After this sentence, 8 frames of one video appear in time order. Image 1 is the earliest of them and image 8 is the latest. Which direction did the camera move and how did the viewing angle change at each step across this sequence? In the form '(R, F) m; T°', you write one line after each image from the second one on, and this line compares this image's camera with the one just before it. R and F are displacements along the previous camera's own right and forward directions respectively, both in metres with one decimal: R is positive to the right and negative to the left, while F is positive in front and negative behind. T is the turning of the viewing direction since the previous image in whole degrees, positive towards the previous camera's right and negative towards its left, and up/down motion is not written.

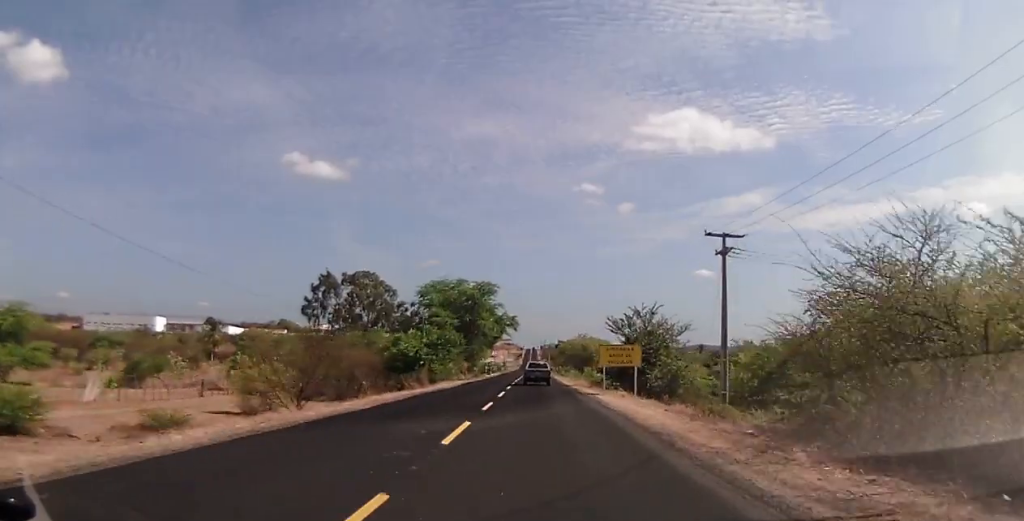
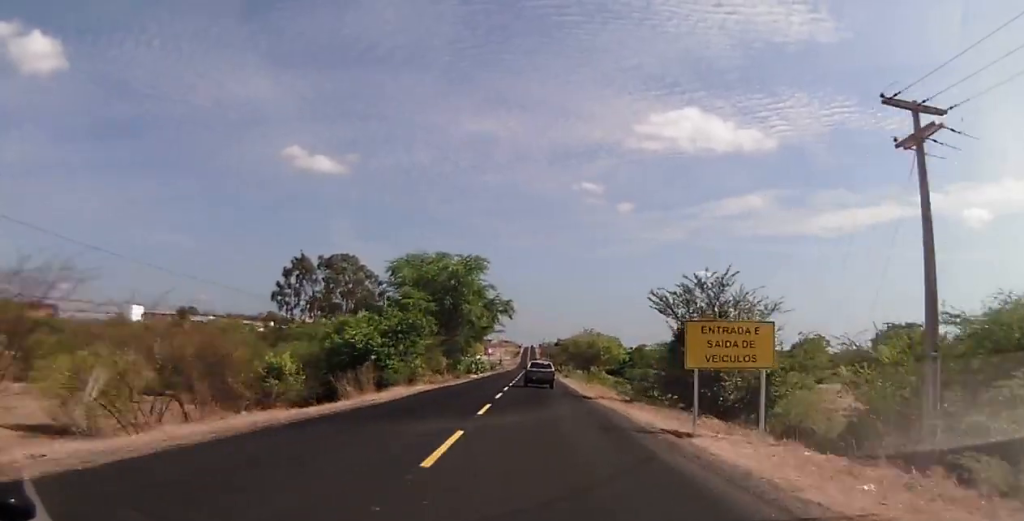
(0.0, +18.1) m; 0°
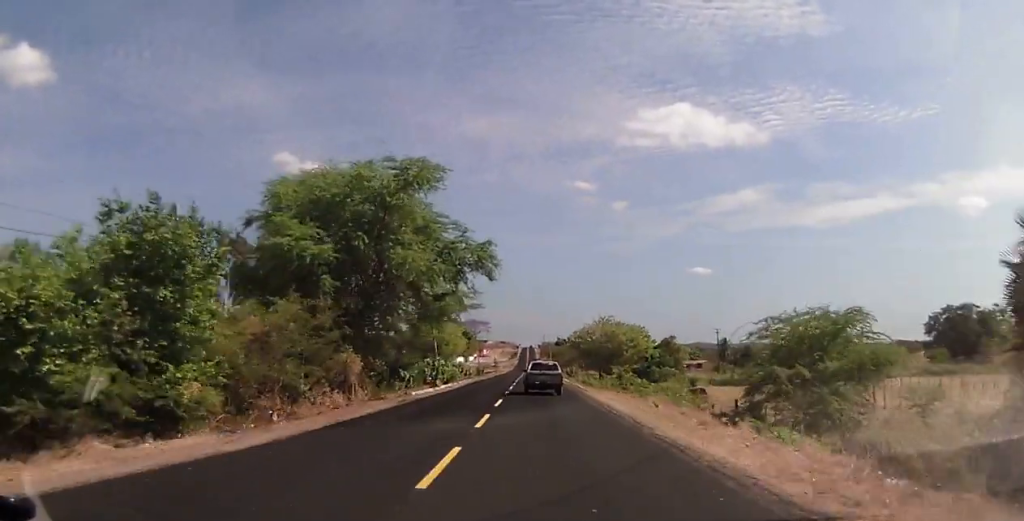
(0.0, +30.8) m; 0°
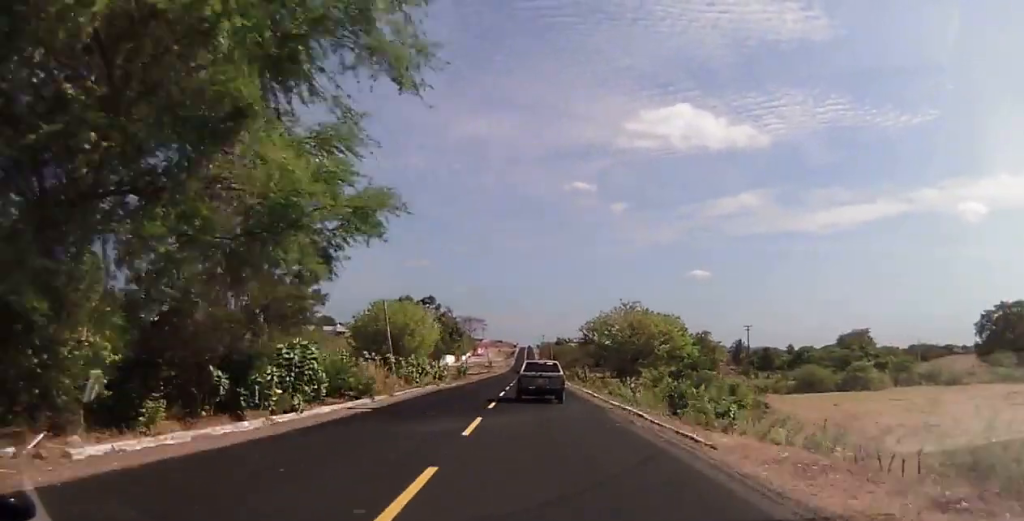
(+0.2, +23.5) m; +1°
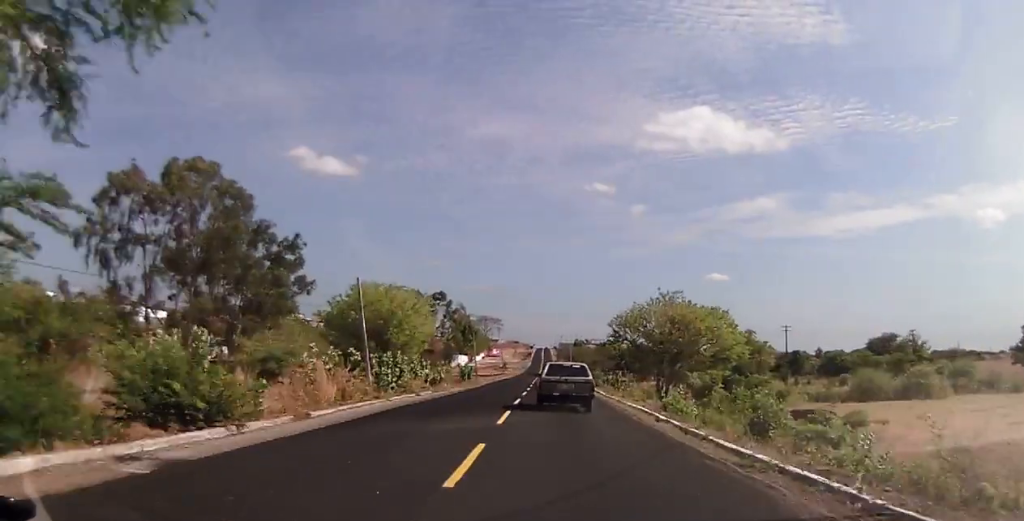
(+0.2, +12.1) m; -1°
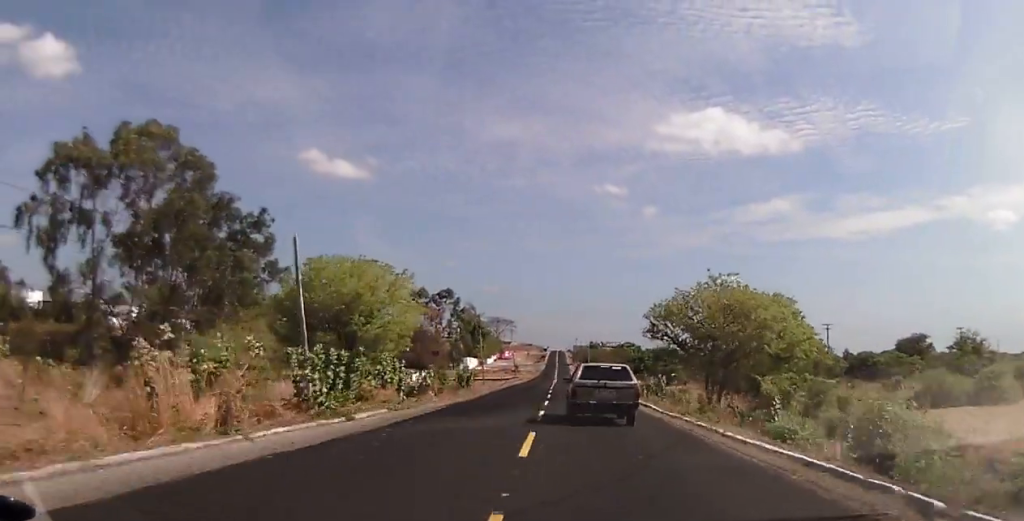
(-0.4, +12.4) m; -2°
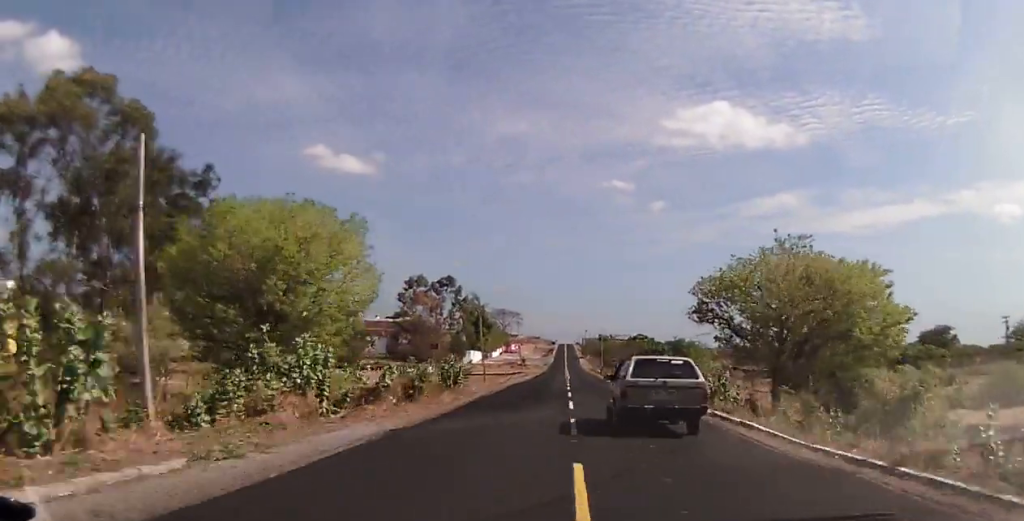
(-0.2, +11.6) m; 0°
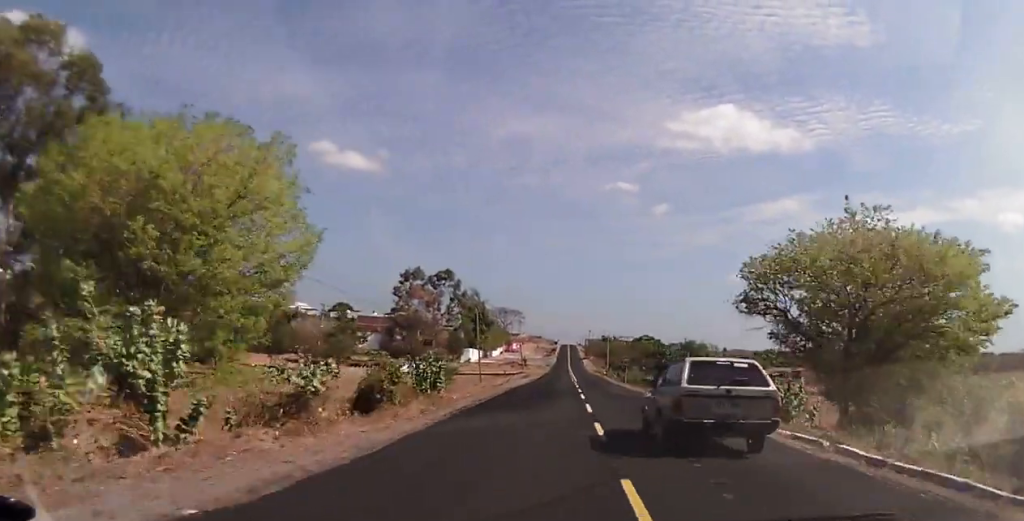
(-0.2, +7.8) m; 0°
